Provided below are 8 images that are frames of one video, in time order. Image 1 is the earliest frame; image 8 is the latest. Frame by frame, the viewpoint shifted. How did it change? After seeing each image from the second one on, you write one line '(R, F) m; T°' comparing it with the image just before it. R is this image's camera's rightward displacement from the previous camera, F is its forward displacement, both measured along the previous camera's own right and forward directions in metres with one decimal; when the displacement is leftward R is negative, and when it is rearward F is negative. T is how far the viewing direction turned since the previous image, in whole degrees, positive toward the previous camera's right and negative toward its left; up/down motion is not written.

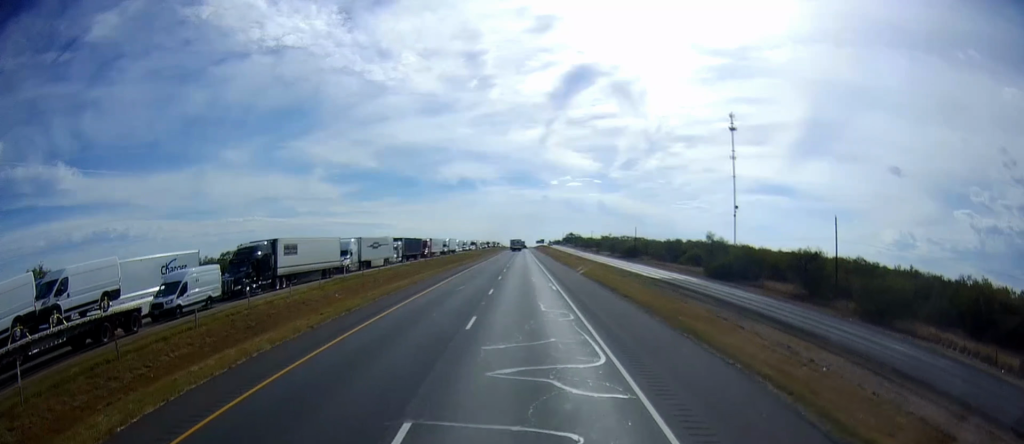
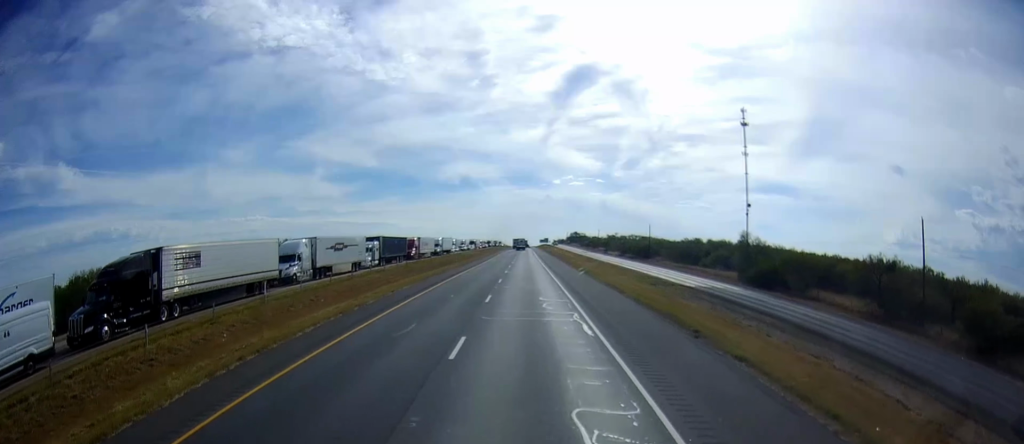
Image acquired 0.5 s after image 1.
(-0.1, +16.7) m; 0°
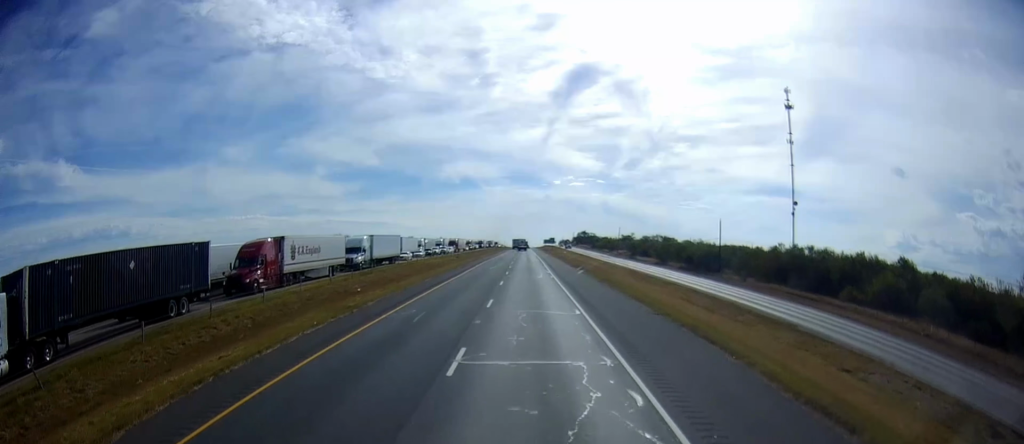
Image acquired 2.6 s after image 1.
(-0.1, +61.8) m; -1°
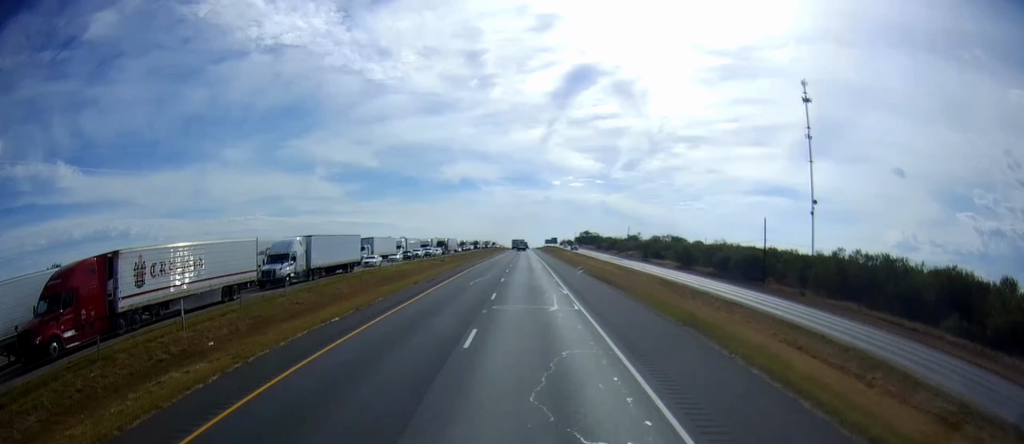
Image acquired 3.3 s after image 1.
(-0.1, +21.2) m; 0°
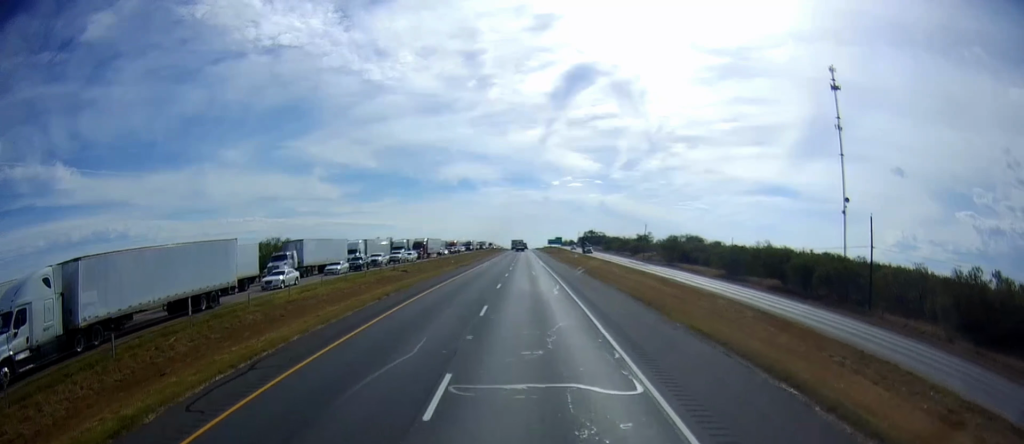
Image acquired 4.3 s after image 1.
(-0.1, +29.7) m; 0°
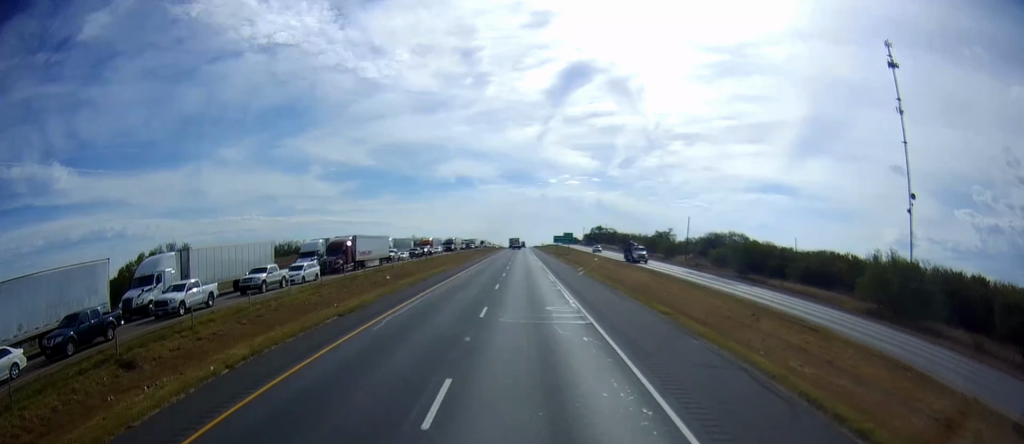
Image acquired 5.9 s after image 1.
(+0.6, +48.4) m; 0°
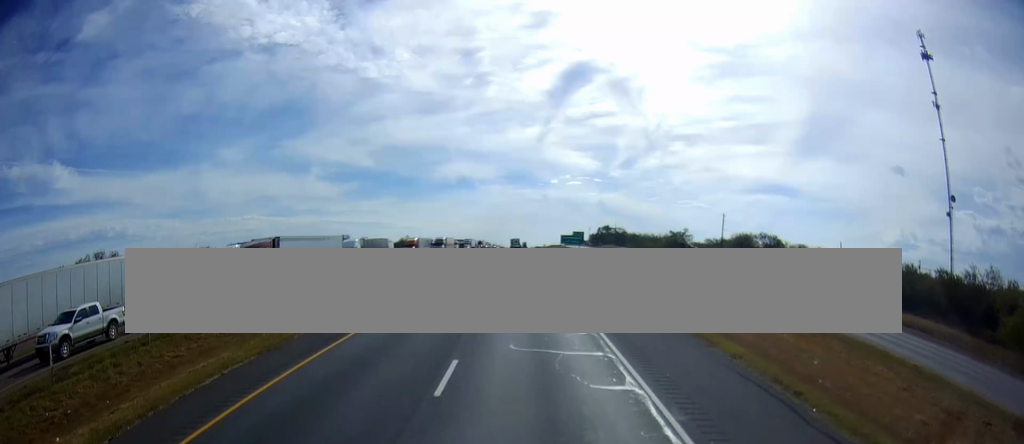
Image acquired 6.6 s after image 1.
(-0.1, +22.3) m; 0°
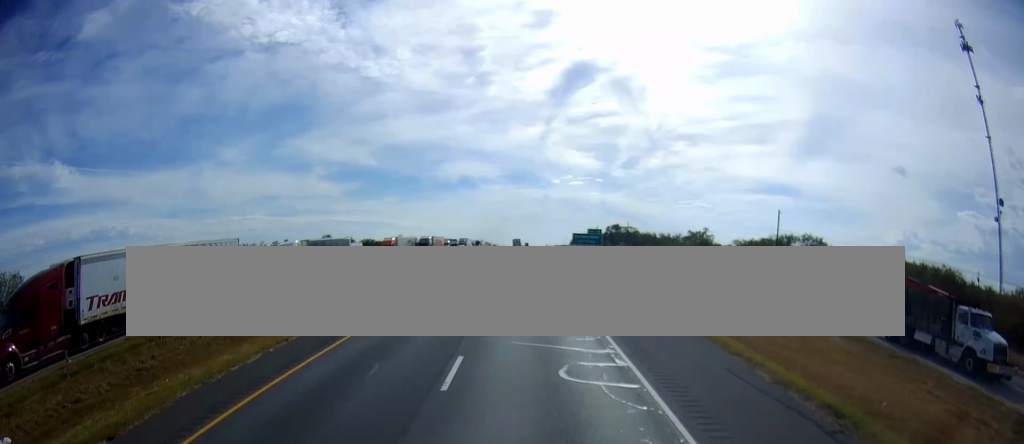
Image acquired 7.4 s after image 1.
(+0.1, +23.8) m; 0°
